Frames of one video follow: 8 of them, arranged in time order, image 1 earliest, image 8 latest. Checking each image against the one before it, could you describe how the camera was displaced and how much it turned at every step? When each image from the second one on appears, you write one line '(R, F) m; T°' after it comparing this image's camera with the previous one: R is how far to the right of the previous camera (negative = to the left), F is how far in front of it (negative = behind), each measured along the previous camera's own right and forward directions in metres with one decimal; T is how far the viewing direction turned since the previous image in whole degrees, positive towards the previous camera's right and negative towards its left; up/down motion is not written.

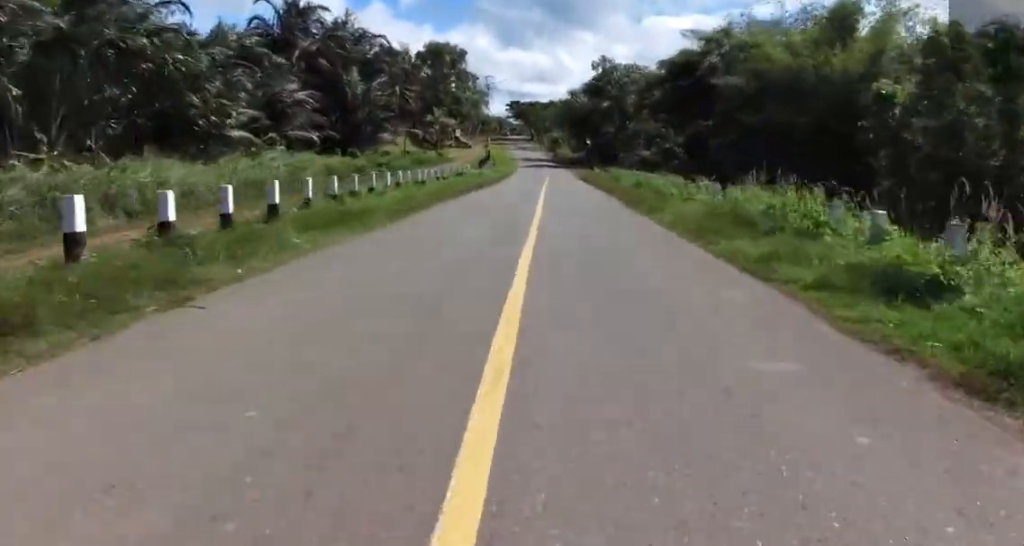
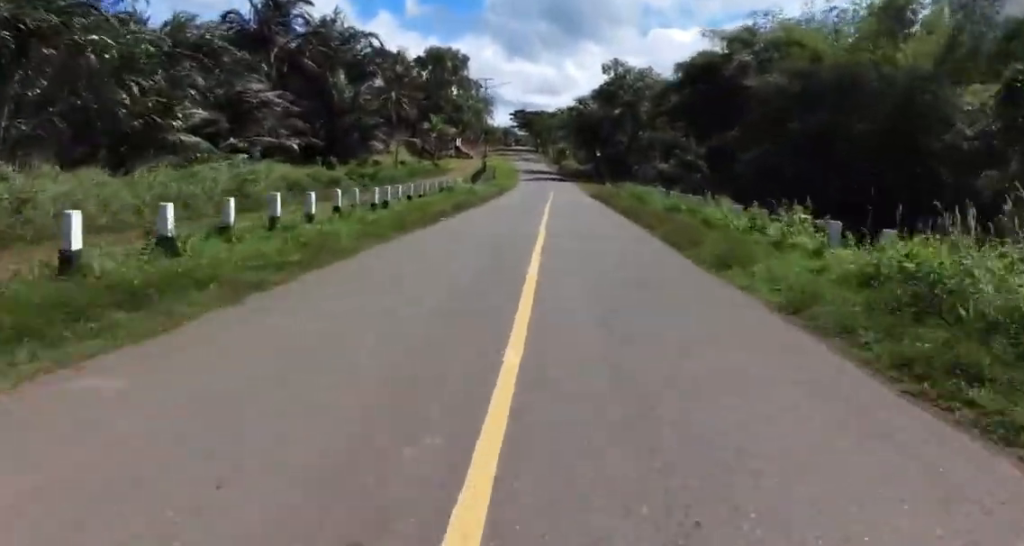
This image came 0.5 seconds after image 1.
(+0.3, +7.5) m; 0°
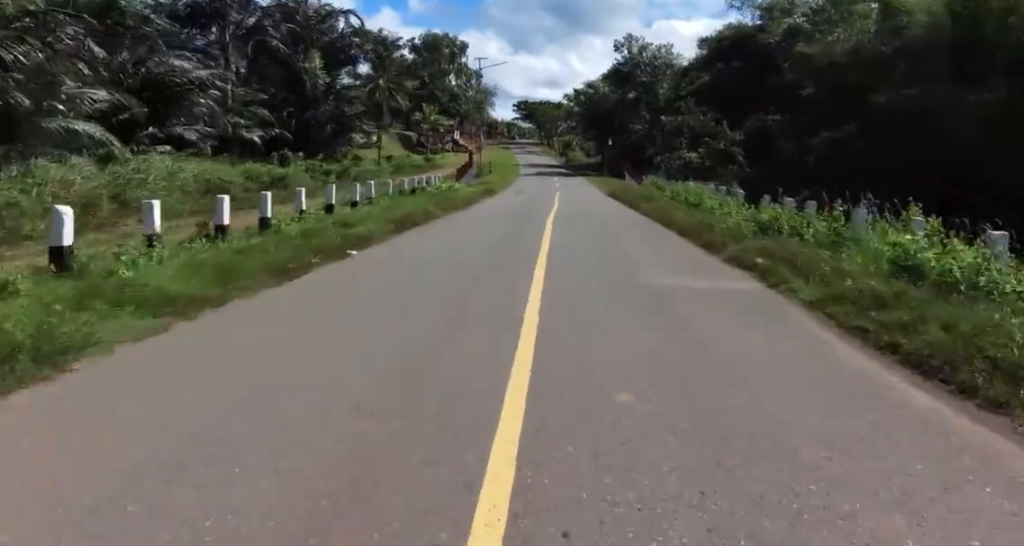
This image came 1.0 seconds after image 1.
(-1.5, +9.0) m; +2°
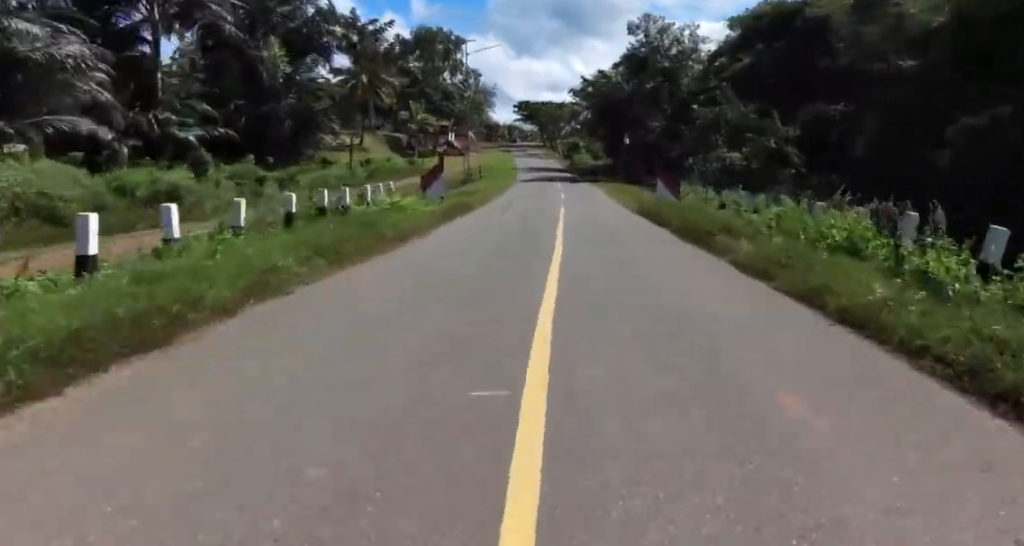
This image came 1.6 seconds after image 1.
(+0.3, +9.4) m; +1°
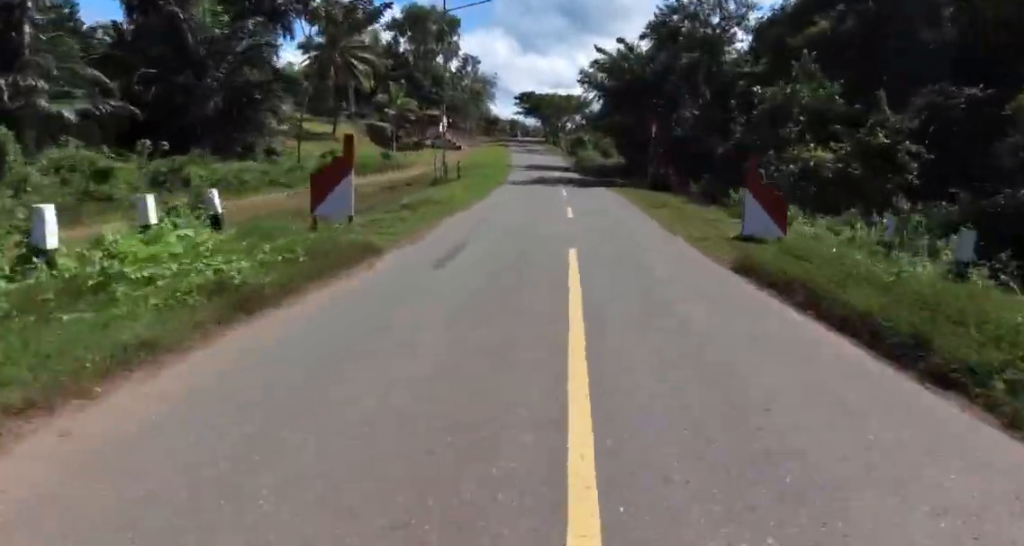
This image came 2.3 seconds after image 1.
(+2.2, +12.1) m; +1°
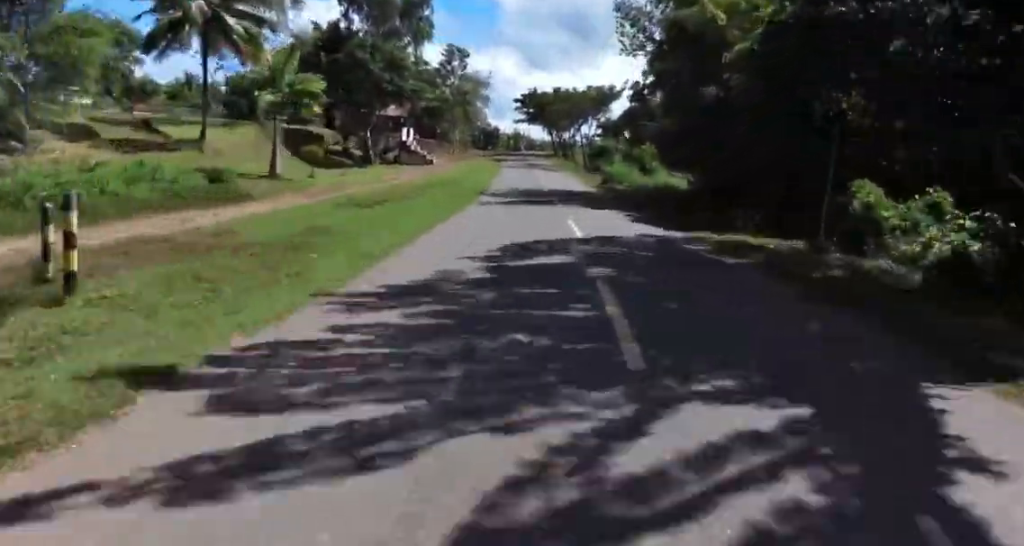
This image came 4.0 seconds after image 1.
(-3.8, +28.1) m; -8°
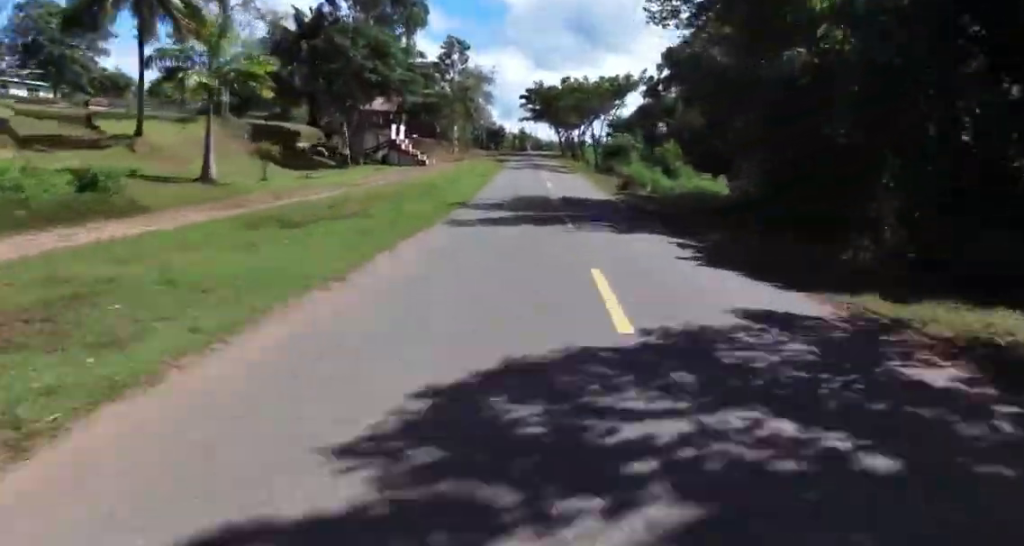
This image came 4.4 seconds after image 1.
(+0.2, +7.5) m; 0°
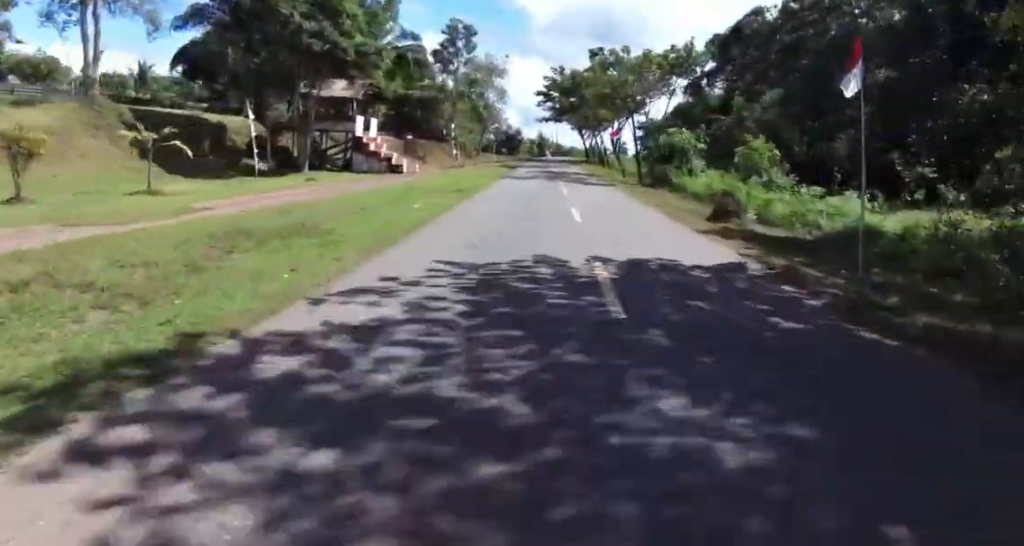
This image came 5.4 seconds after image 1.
(-0.7, +16.5) m; 0°
